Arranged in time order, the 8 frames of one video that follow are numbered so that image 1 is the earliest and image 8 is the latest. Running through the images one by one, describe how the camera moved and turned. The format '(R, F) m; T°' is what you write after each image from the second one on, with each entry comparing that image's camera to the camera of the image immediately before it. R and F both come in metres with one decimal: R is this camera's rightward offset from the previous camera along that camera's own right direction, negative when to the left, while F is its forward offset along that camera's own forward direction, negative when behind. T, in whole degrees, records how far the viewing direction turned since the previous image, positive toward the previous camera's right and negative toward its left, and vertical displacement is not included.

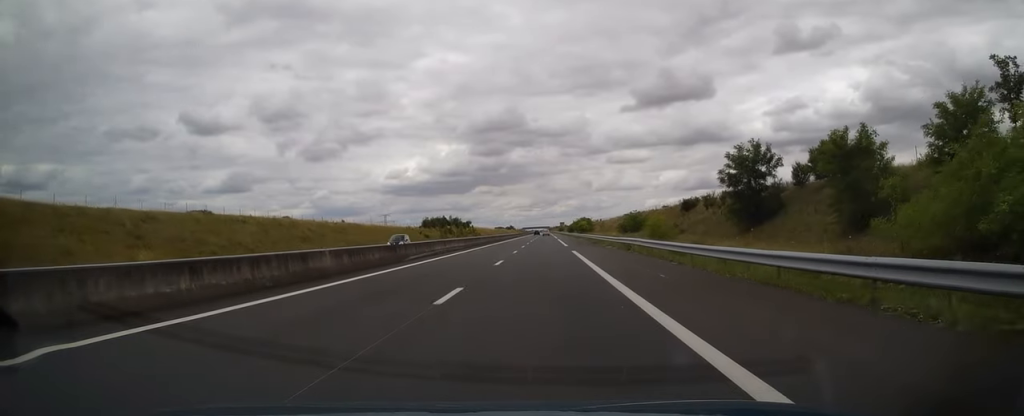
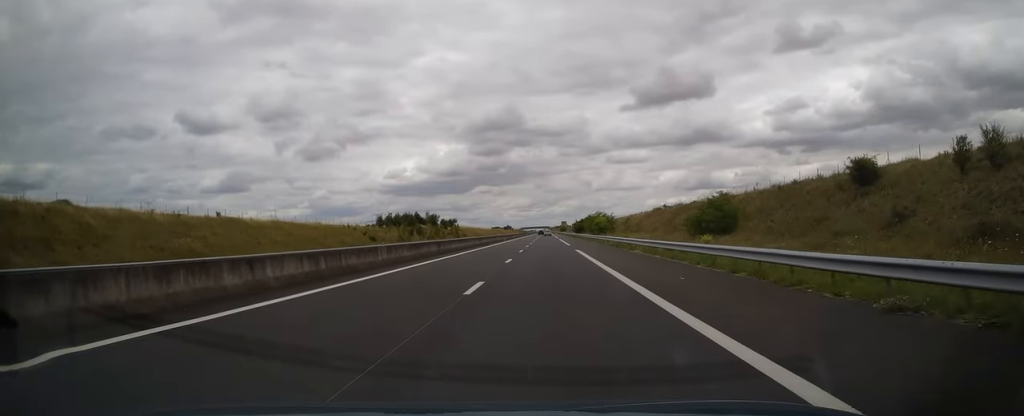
(0.0, +49.8) m; 0°
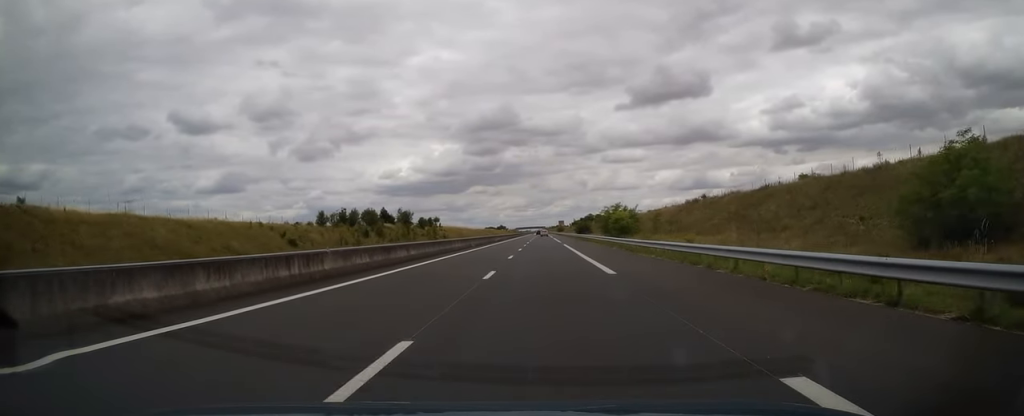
(+0.4, +34.3) m; +1°
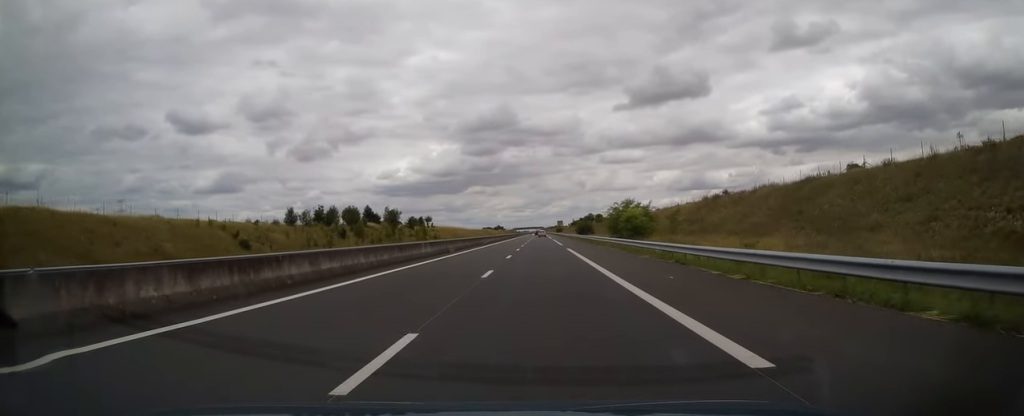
(0.0, +12.3) m; 0°
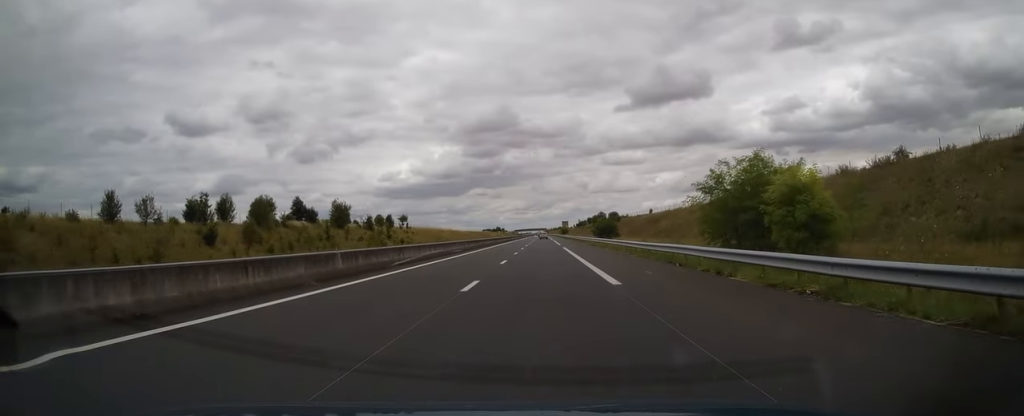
(0.0, +41.9) m; 0°
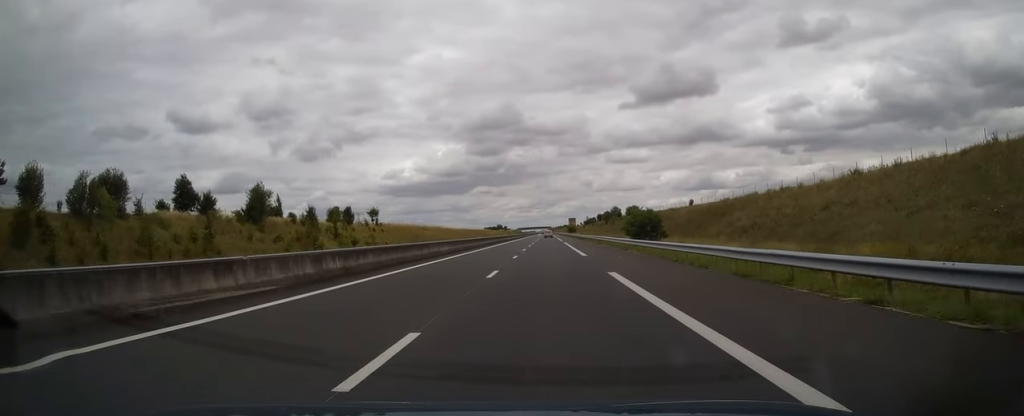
(-0.2, +34.4) m; -1°
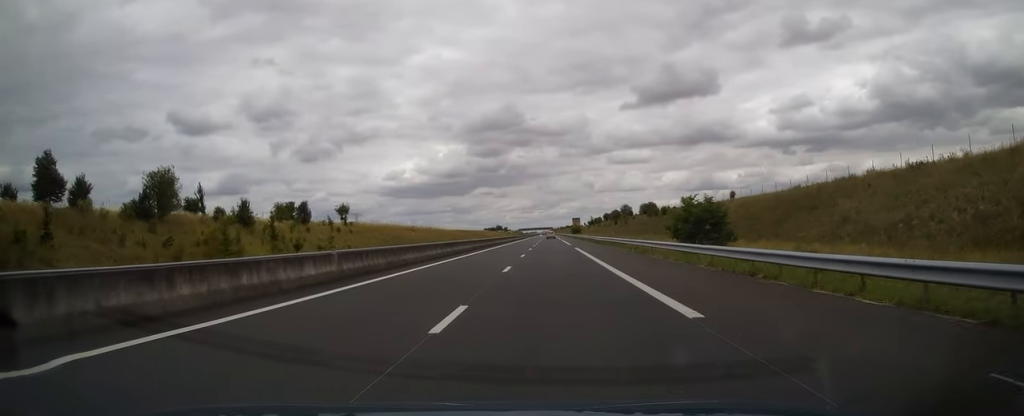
(-0.3, +22.4) m; 0°
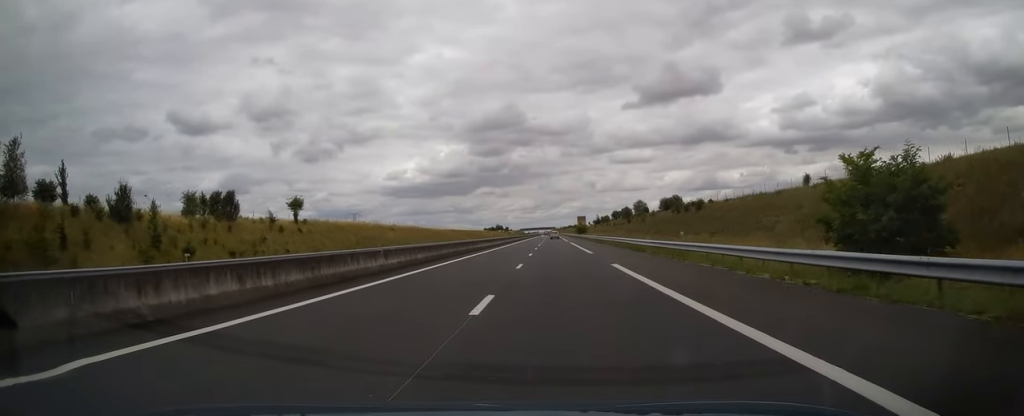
(+0.2, +24.0) m; 0°
